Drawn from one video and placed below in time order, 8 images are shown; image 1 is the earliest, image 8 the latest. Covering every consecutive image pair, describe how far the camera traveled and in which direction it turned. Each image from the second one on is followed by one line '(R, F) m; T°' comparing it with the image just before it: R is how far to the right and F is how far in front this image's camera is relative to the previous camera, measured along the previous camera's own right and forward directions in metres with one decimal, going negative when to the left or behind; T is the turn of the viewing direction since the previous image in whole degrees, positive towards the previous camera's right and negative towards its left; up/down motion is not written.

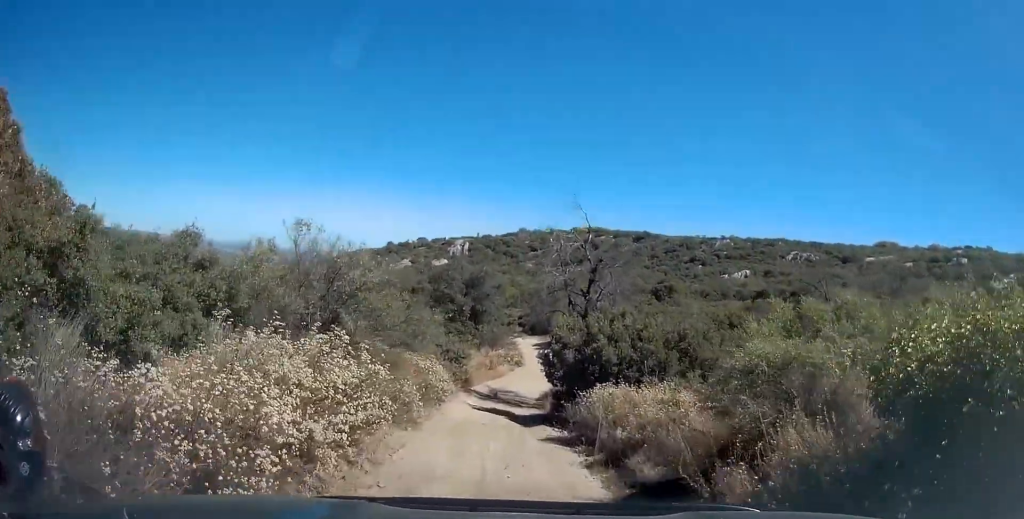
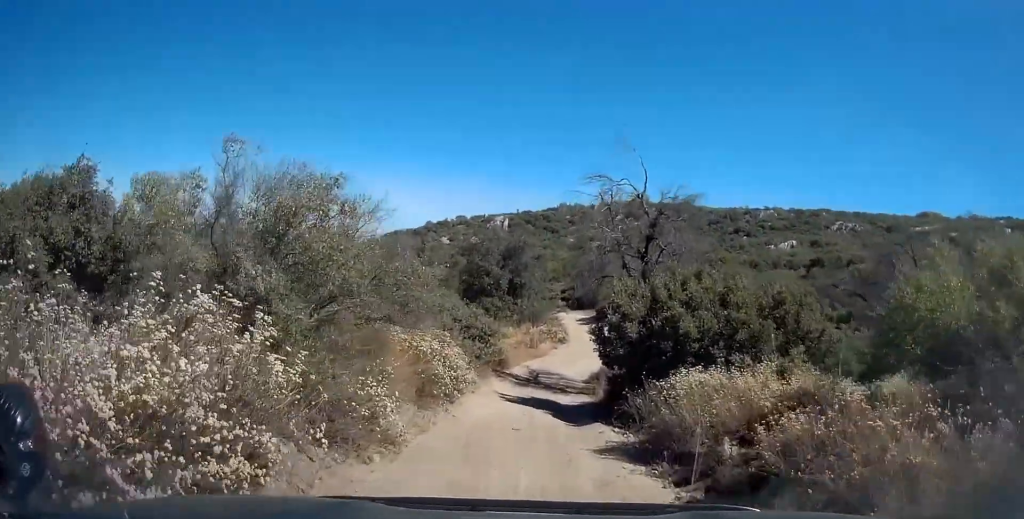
(-0.6, +4.3) m; -5°
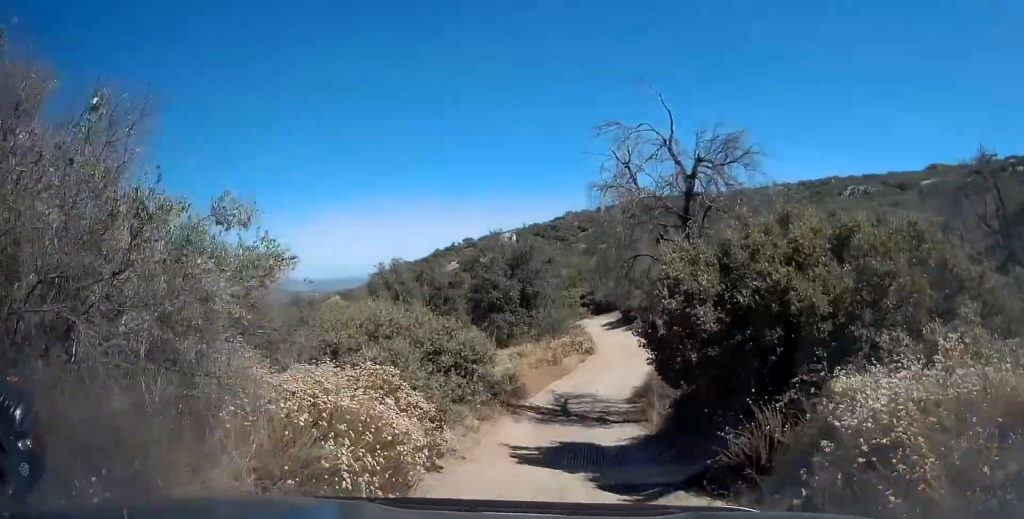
(0.0, +5.3) m; +1°
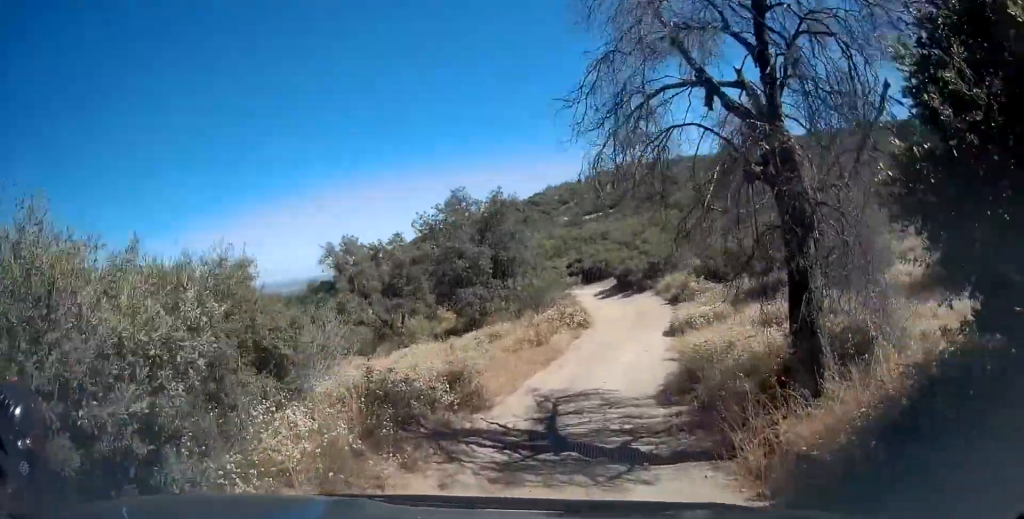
(+0.1, +8.0) m; -3°
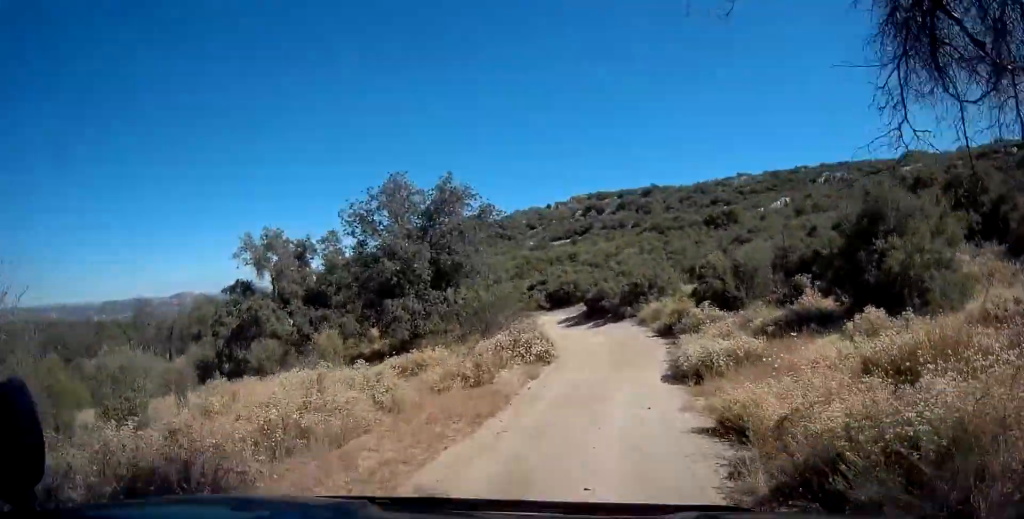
(-0.3, +7.3) m; +3°
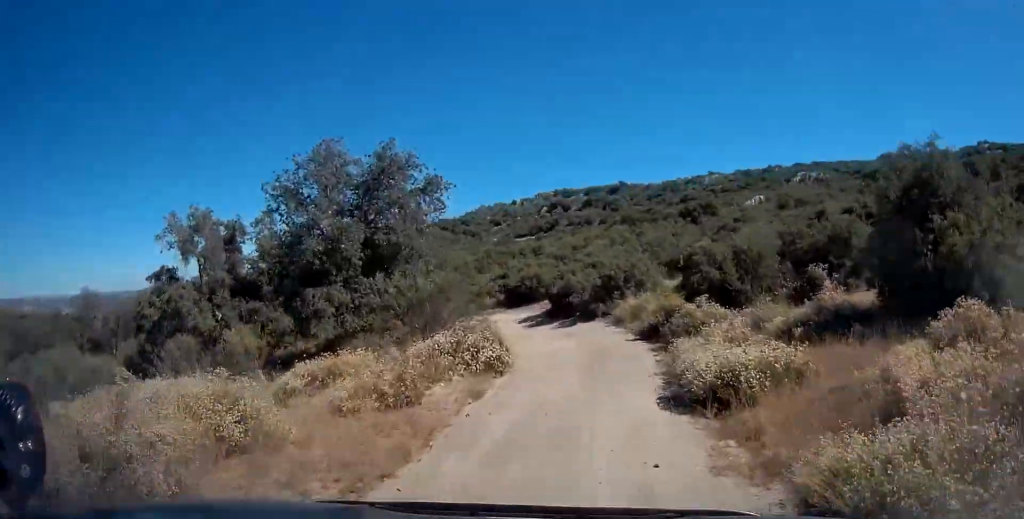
(+0.3, +4.5) m; +4°
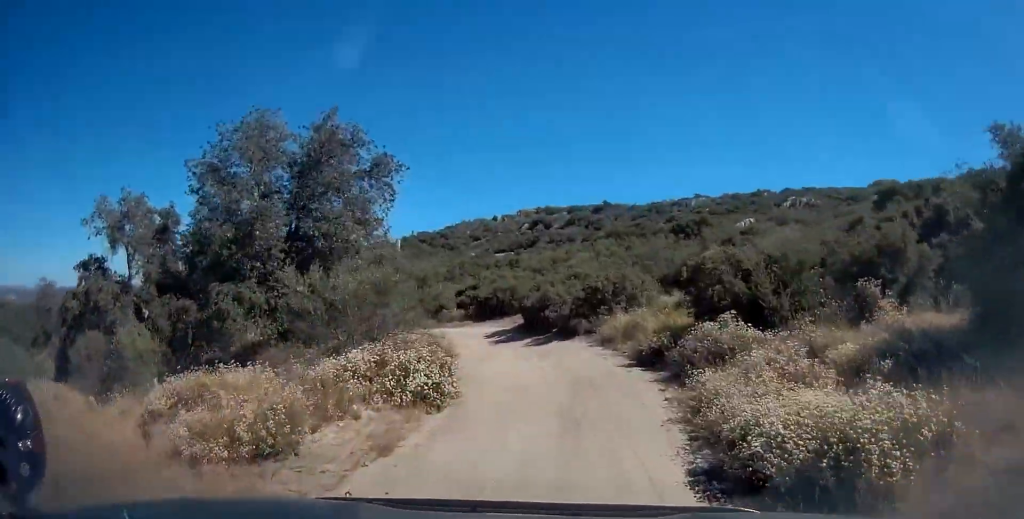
(+0.2, +4.7) m; +1°
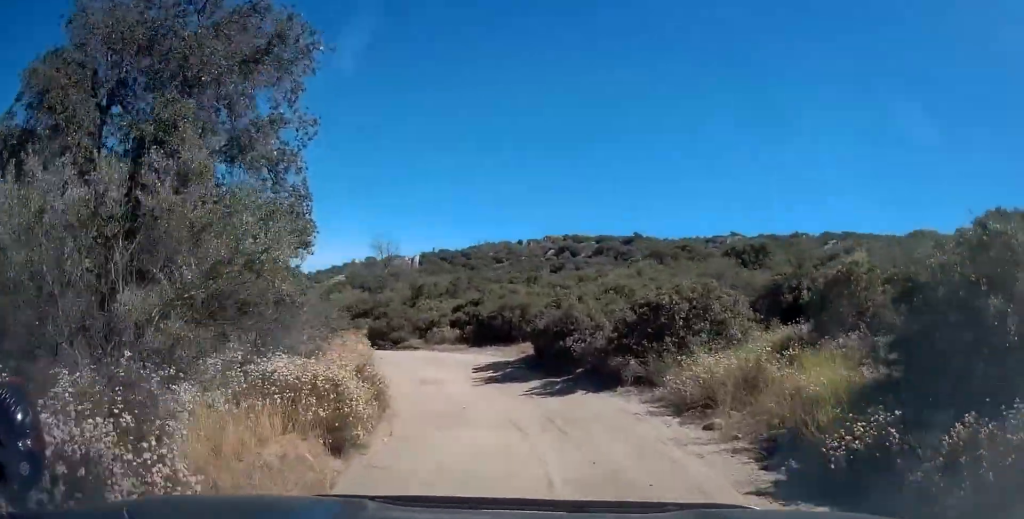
(-0.1, +9.3) m; -4°
